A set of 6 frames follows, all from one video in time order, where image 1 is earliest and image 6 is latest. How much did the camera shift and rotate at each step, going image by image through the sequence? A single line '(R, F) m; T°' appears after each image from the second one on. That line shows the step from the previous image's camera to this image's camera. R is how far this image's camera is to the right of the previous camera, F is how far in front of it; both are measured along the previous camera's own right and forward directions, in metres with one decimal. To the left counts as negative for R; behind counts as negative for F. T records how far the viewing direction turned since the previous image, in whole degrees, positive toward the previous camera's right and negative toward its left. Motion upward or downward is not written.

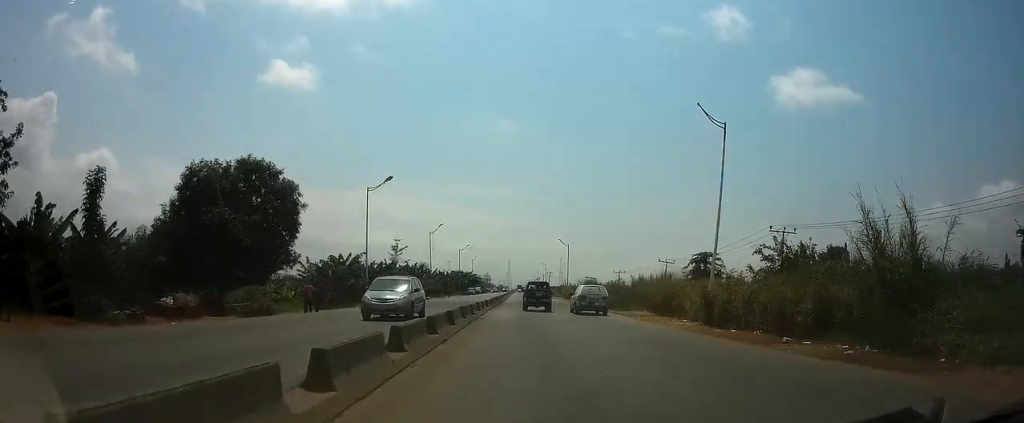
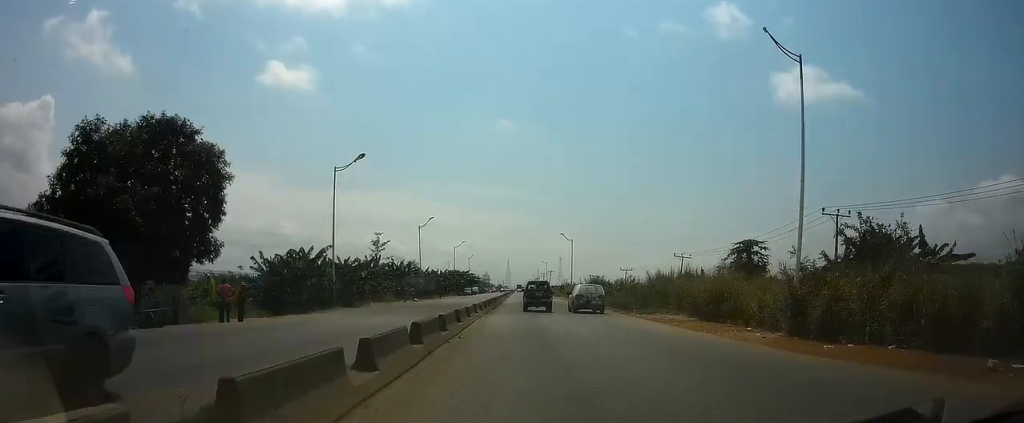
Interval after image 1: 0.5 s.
(0.0, +8.8) m; 0°
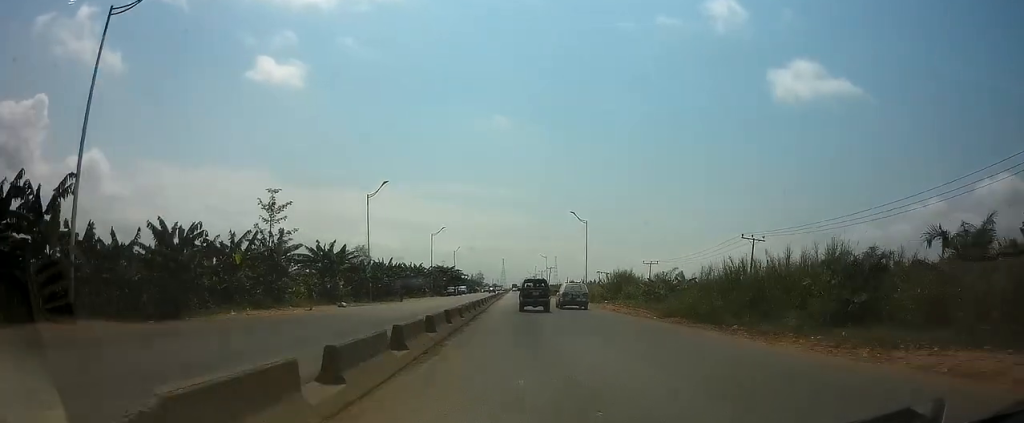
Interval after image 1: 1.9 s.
(+0.1, +26.7) m; 0°
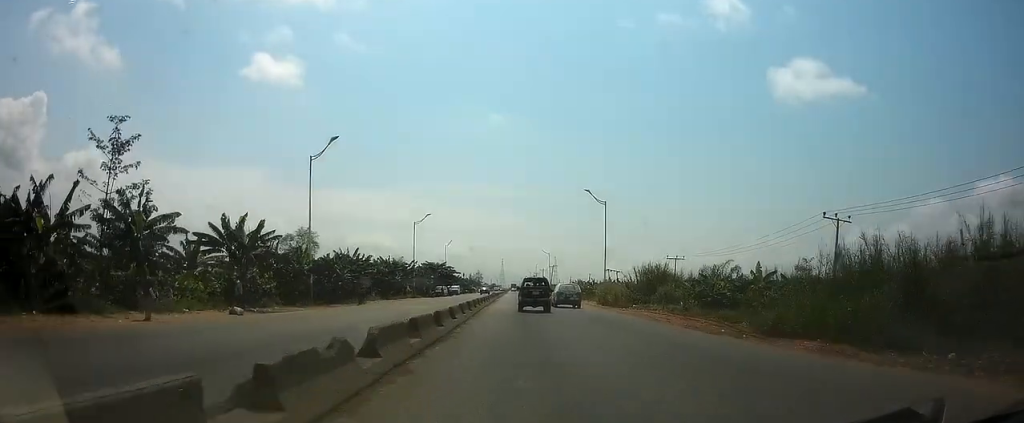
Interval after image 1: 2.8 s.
(0.0, +16.2) m; 0°
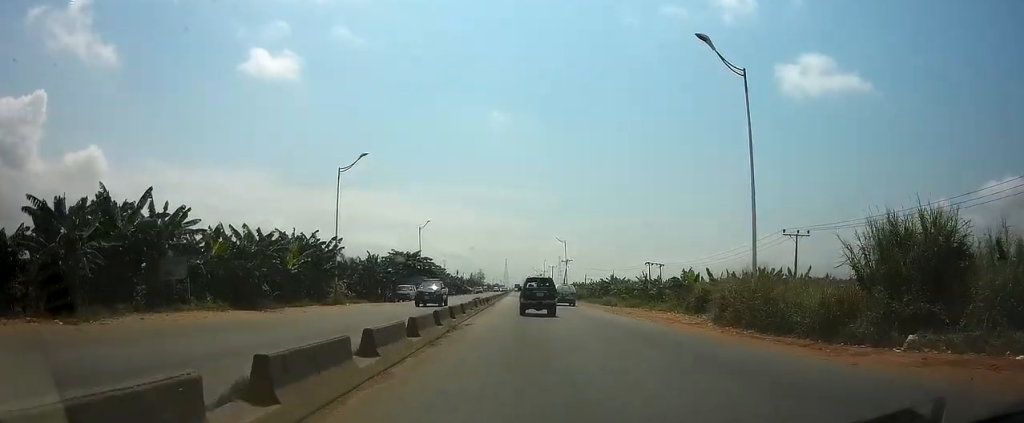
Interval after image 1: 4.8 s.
(-0.1, +35.8) m; 0°
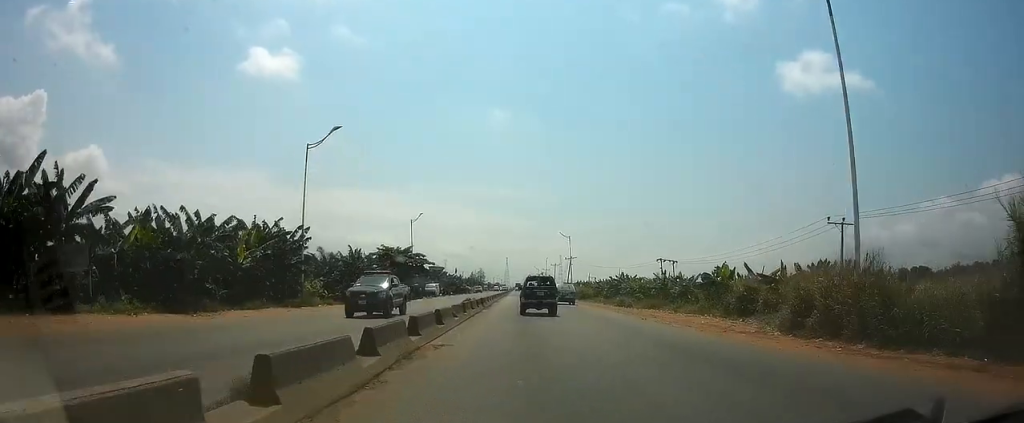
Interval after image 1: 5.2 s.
(0.0, +7.3) m; 0°
